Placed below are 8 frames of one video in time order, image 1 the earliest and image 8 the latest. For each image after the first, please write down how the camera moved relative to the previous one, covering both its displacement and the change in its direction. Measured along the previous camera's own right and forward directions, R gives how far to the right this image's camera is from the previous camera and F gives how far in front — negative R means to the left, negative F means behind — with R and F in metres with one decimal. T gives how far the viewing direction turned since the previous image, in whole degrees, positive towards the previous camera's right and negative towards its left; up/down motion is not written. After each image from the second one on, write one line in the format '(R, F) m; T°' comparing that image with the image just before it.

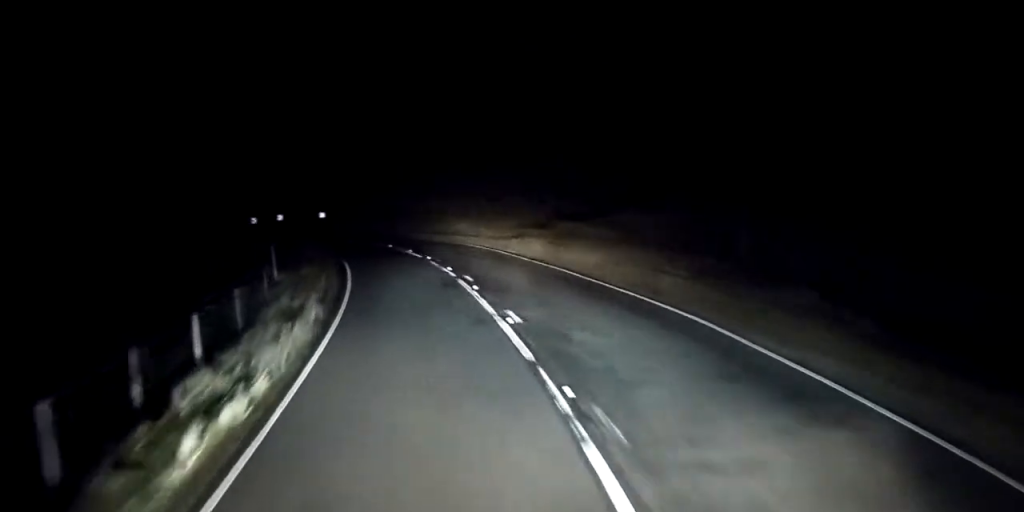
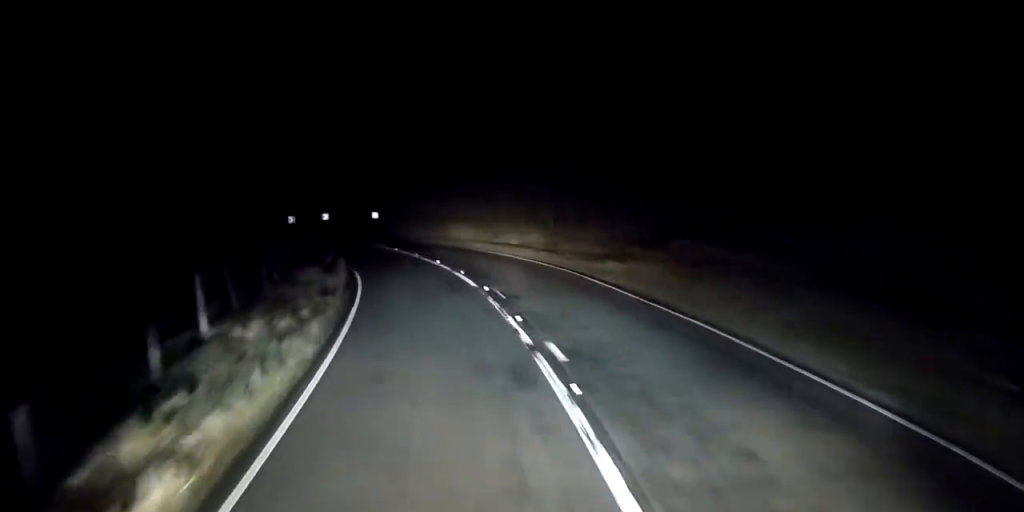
(-0.5, +8.5) m; -4°
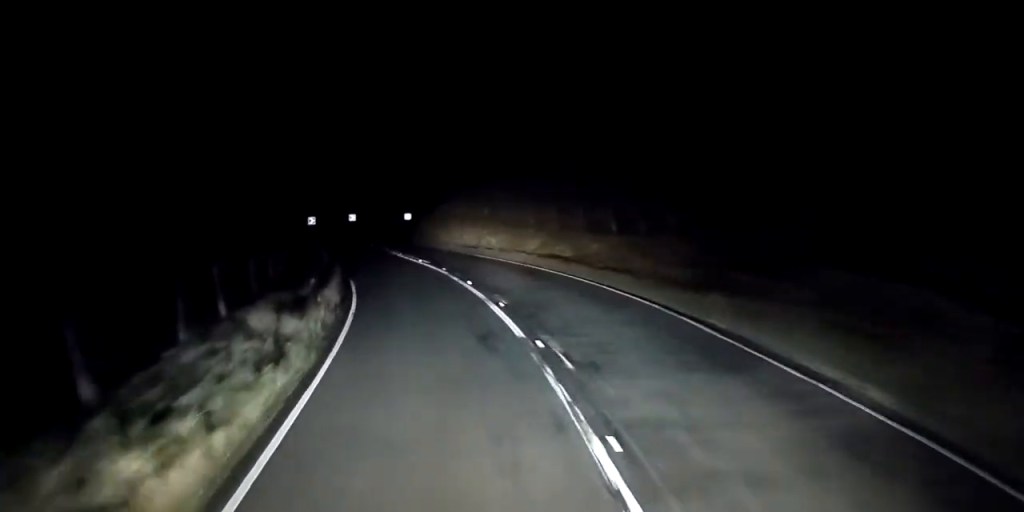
(0.0, +6.1) m; 0°
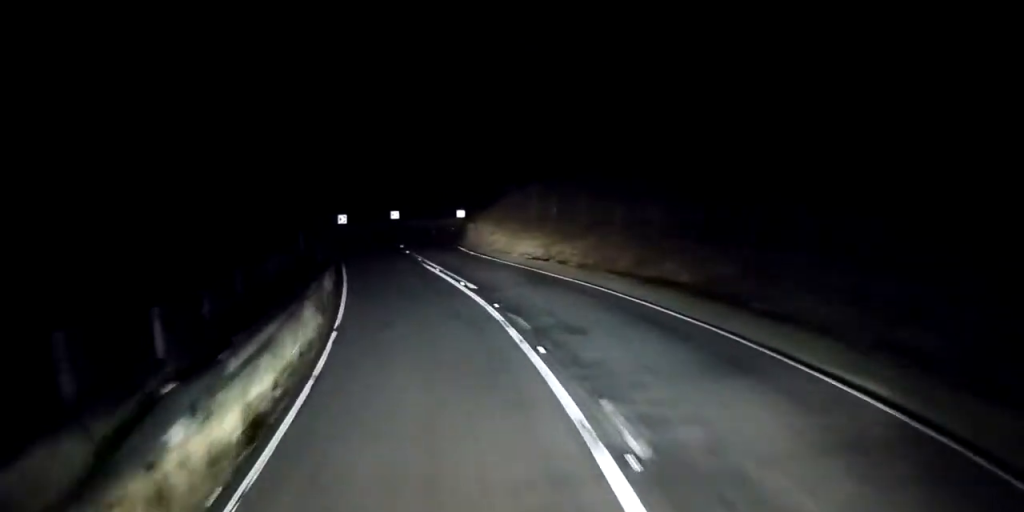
(0.0, +8.5) m; 0°
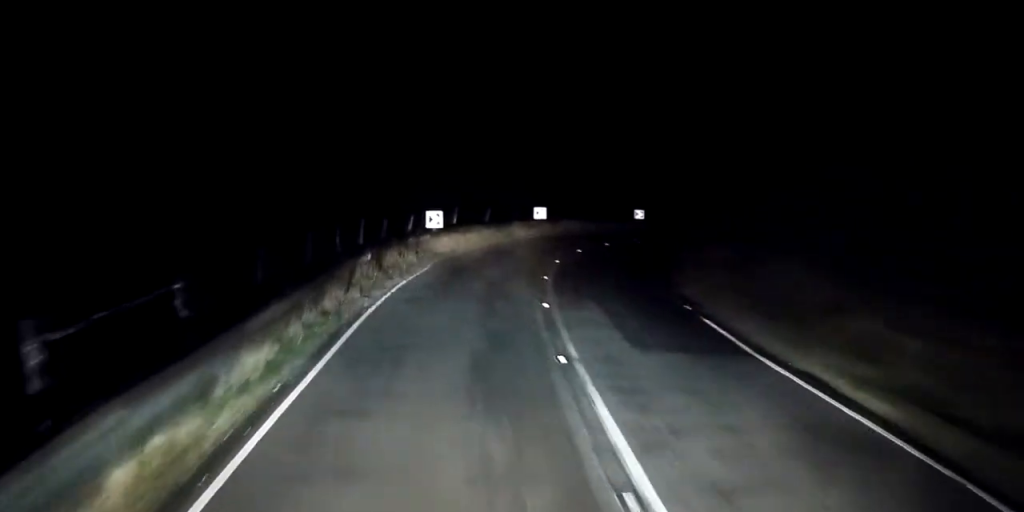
(-0.9, +20.9) m; -7°
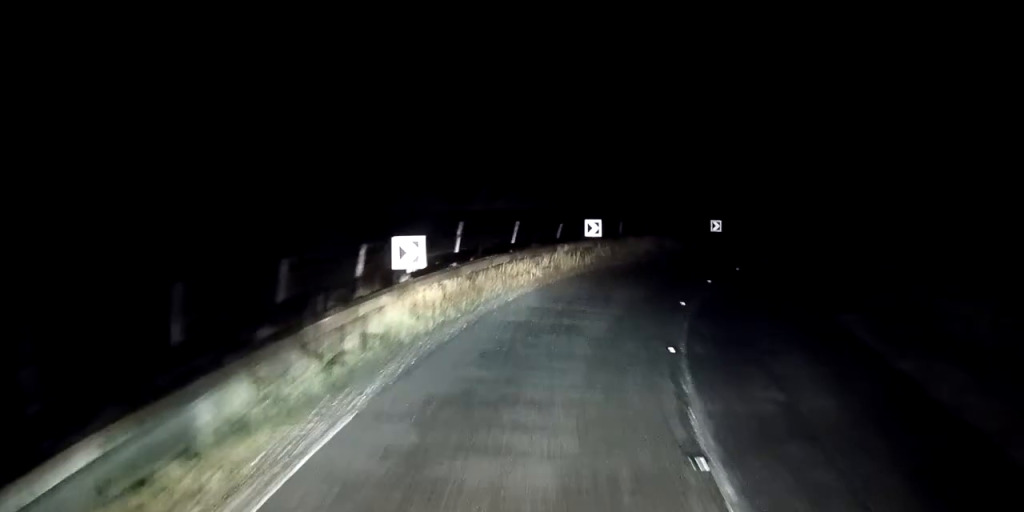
(-0.3, +11.3) m; +4°
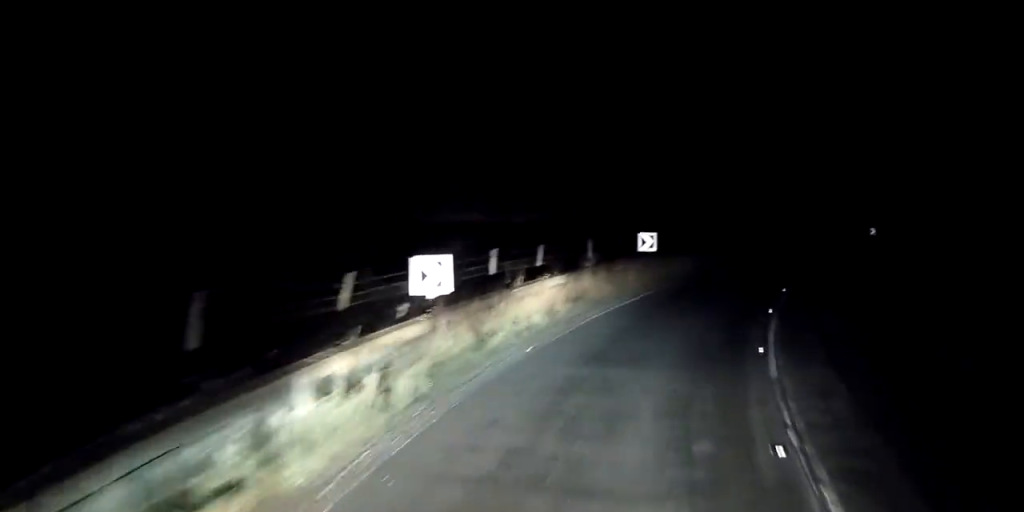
(+1.8, +12.9) m; +21°
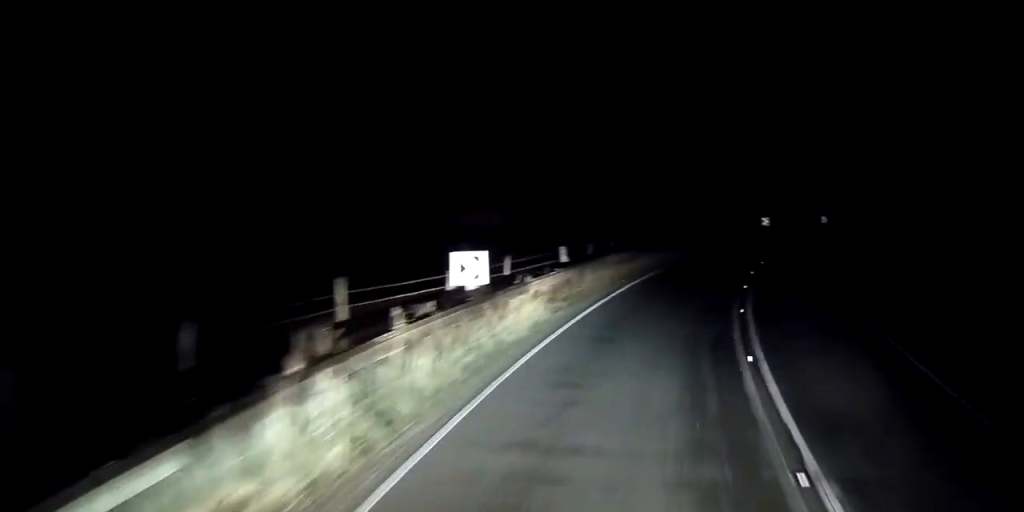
(+1.7, +9.9) m; +10°
